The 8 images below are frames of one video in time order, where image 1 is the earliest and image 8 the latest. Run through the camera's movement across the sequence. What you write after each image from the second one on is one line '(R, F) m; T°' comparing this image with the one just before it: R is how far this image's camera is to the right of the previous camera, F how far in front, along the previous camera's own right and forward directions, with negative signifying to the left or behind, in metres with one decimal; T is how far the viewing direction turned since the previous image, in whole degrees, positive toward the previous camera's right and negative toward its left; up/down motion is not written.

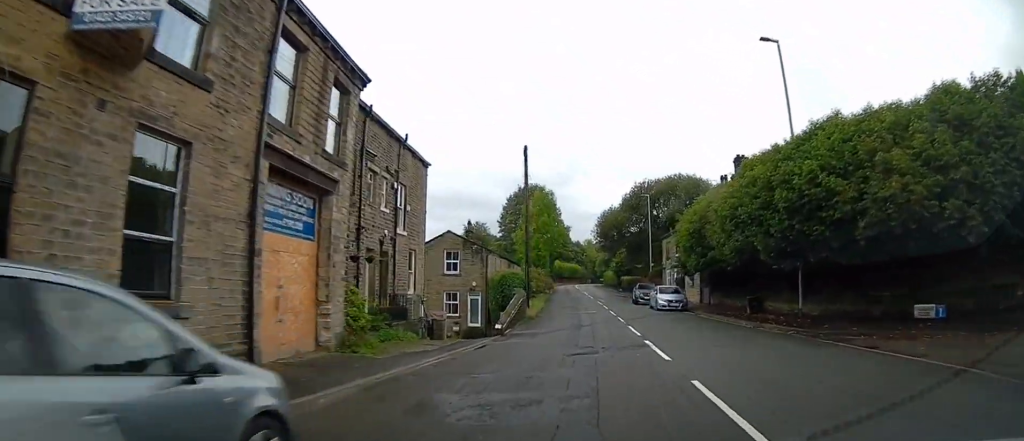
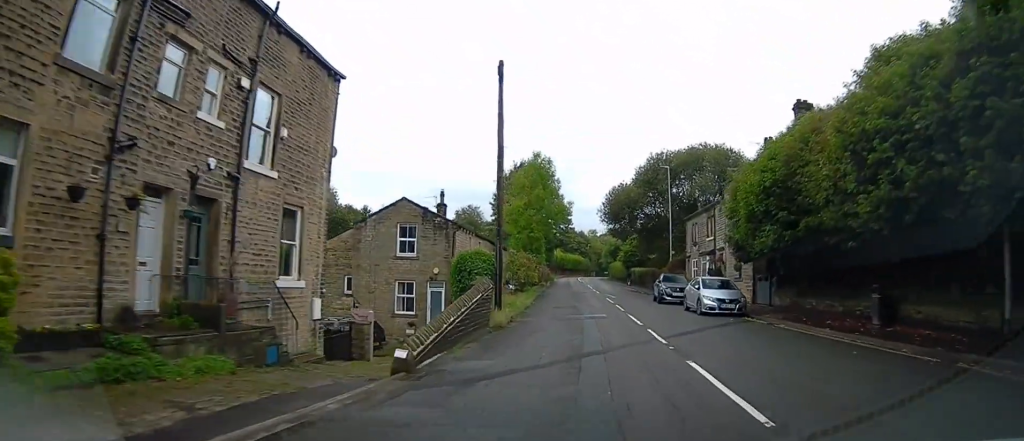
(-0.1, +11.2) m; -1°
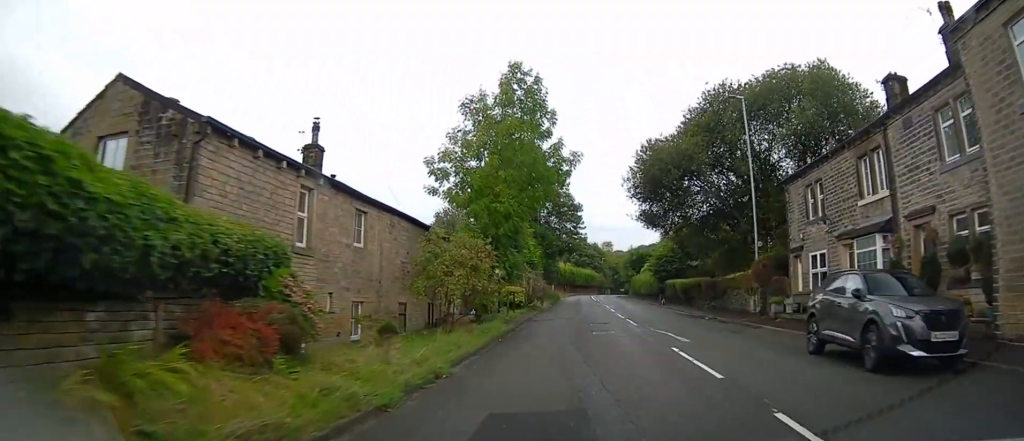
(-0.2, +20.6) m; -1°
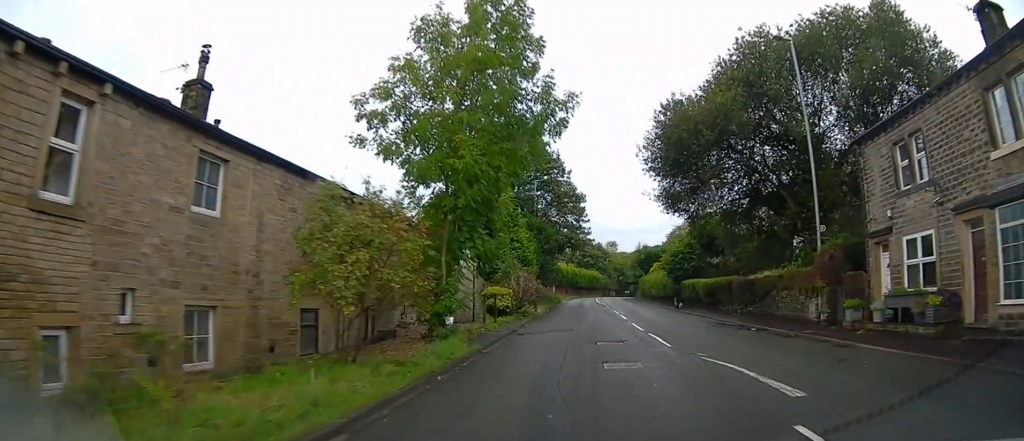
(0.0, +6.8) m; 0°
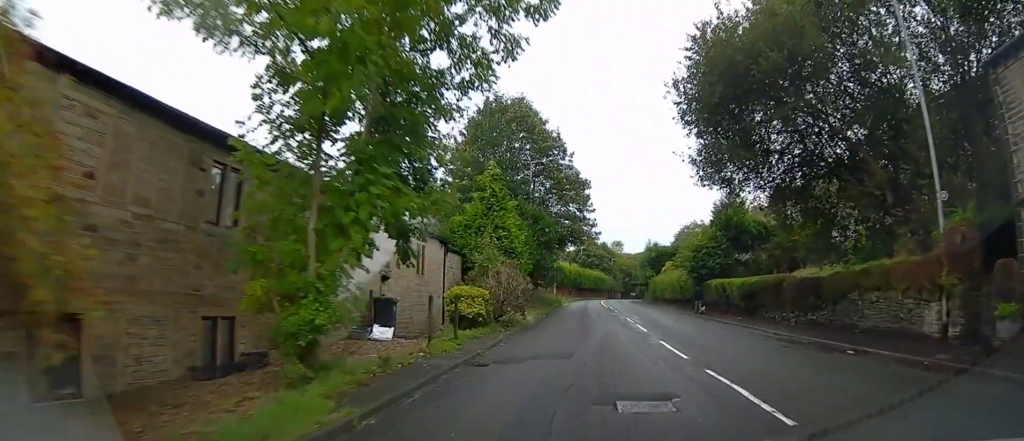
(0.0, +6.9) m; 0°
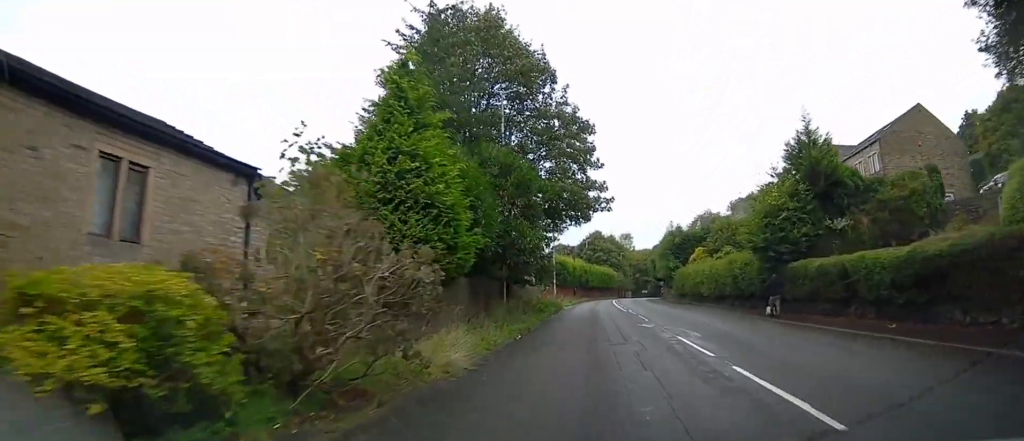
(0.0, +14.2) m; 0°
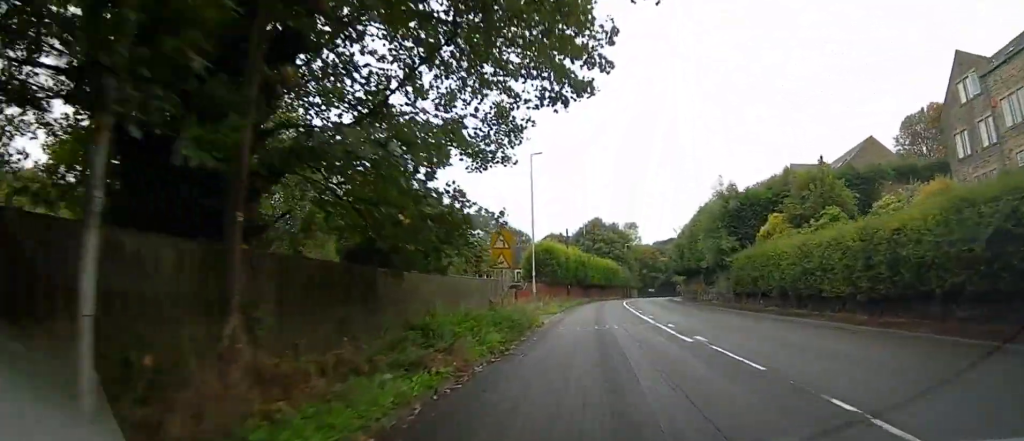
(-0.1, +20.3) m; 0°
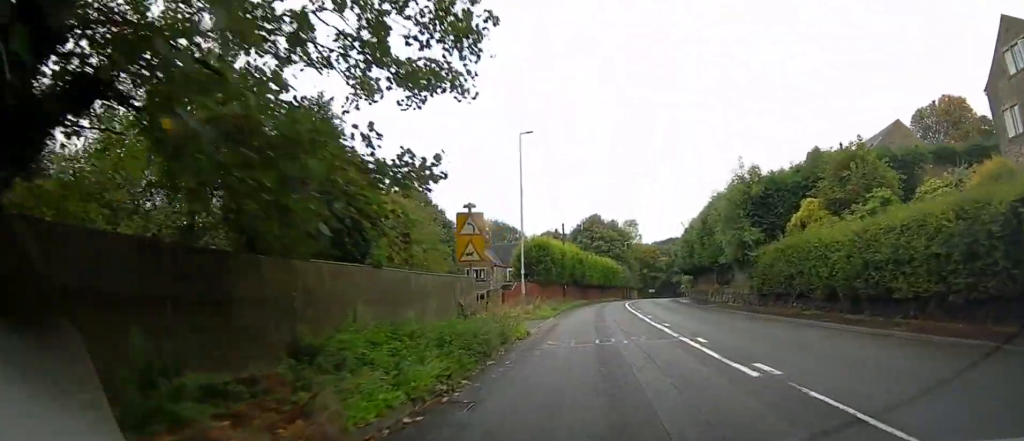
(0.0, +5.2) m; 0°
